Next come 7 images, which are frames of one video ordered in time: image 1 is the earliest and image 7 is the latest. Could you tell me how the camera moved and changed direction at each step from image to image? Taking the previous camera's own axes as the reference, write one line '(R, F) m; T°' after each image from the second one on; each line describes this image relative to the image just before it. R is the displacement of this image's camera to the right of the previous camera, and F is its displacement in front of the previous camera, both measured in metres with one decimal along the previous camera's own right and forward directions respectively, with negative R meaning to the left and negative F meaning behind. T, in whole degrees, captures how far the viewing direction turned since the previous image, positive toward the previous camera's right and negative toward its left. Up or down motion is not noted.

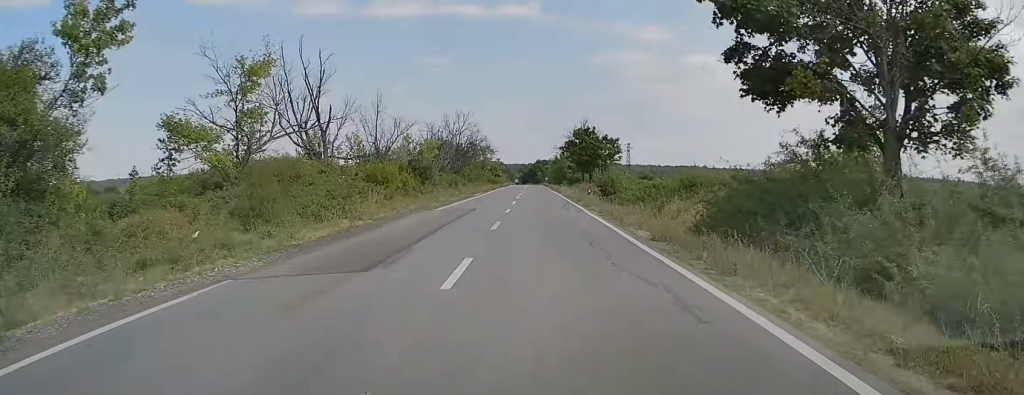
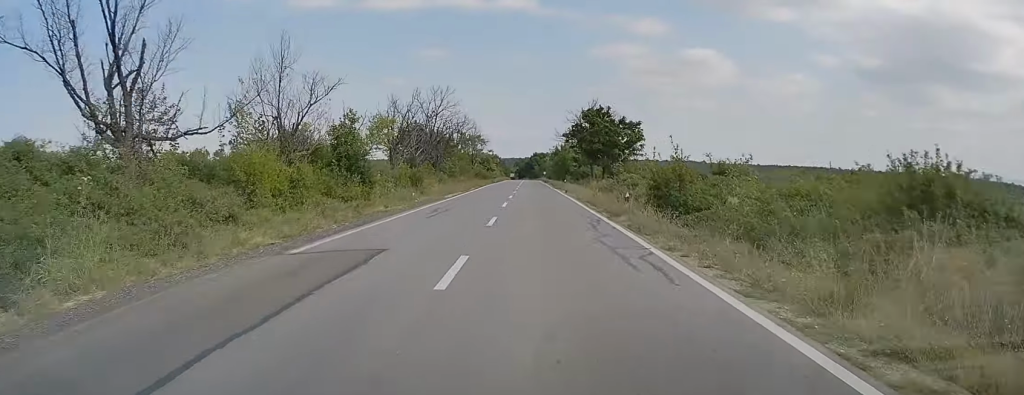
(0.0, +18.4) m; 0°
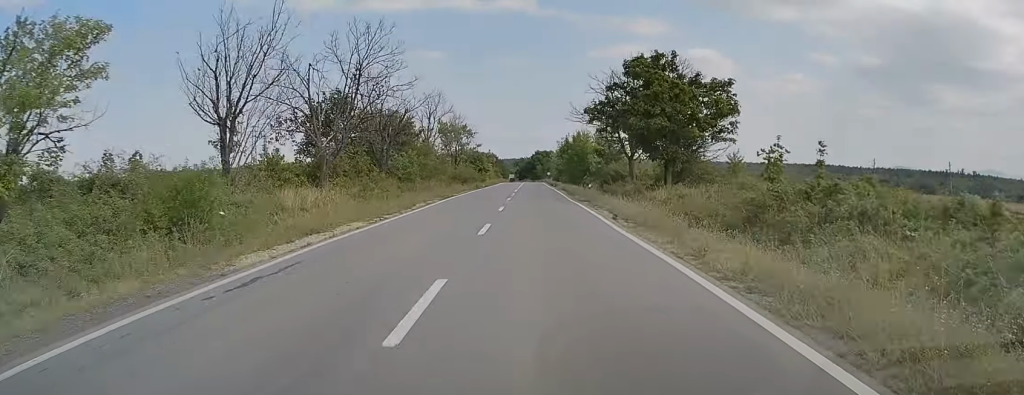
(+0.1, +29.3) m; 0°
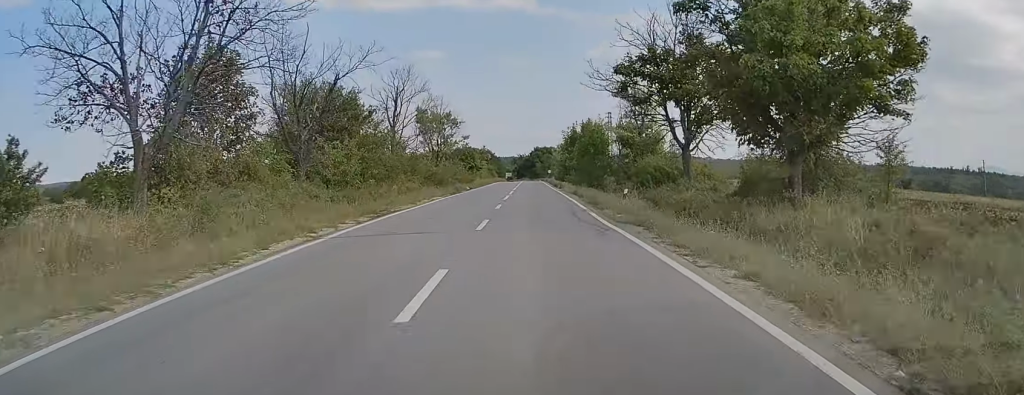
(0.0, +17.3) m; 0°
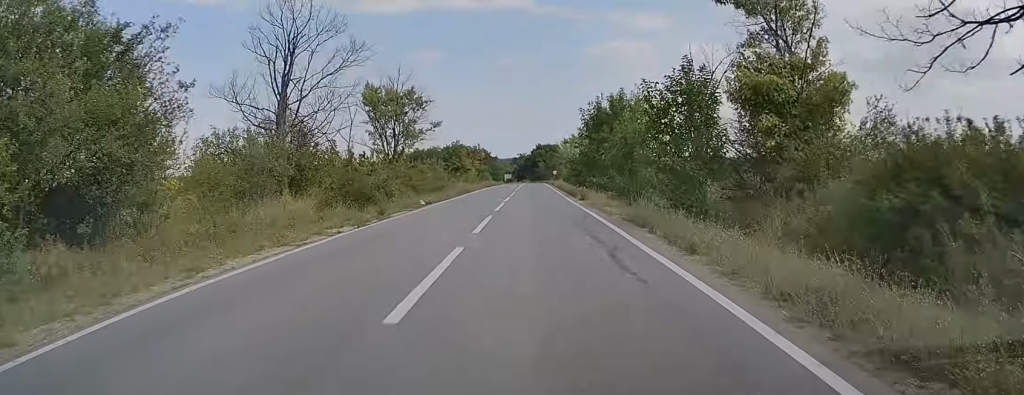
(-0.1, +25.0) m; 0°
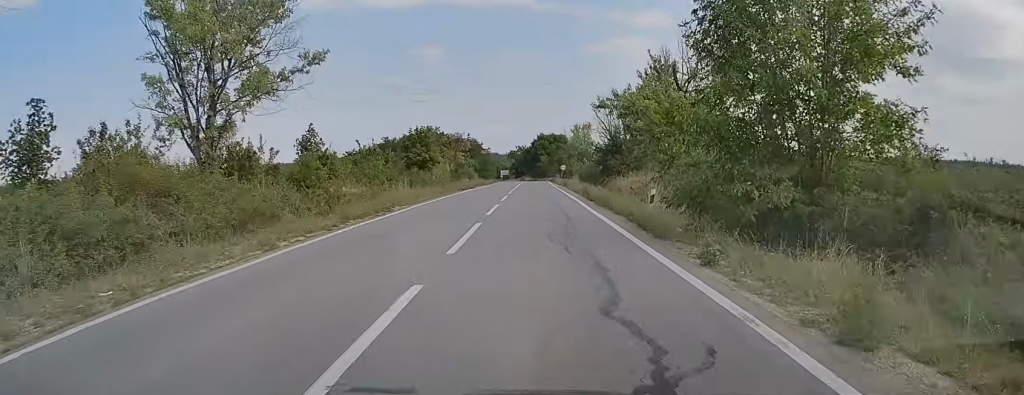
(+0.1, +31.1) m; 0°
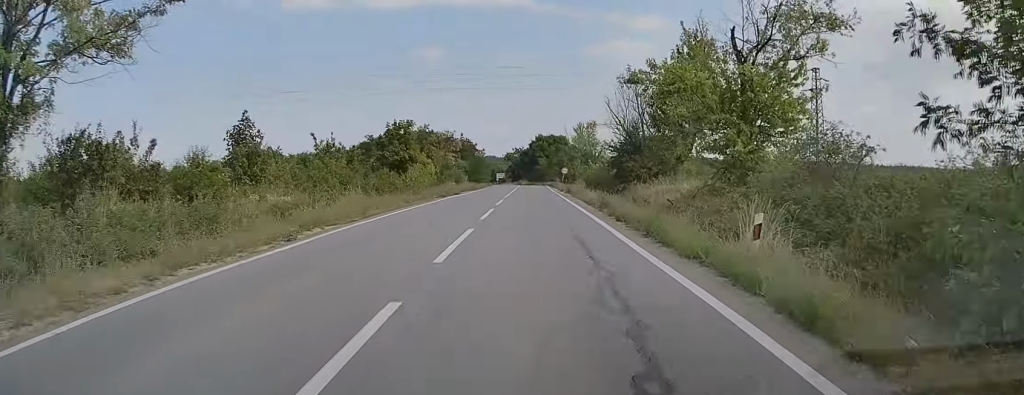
(0.0, +10.0) m; 0°
